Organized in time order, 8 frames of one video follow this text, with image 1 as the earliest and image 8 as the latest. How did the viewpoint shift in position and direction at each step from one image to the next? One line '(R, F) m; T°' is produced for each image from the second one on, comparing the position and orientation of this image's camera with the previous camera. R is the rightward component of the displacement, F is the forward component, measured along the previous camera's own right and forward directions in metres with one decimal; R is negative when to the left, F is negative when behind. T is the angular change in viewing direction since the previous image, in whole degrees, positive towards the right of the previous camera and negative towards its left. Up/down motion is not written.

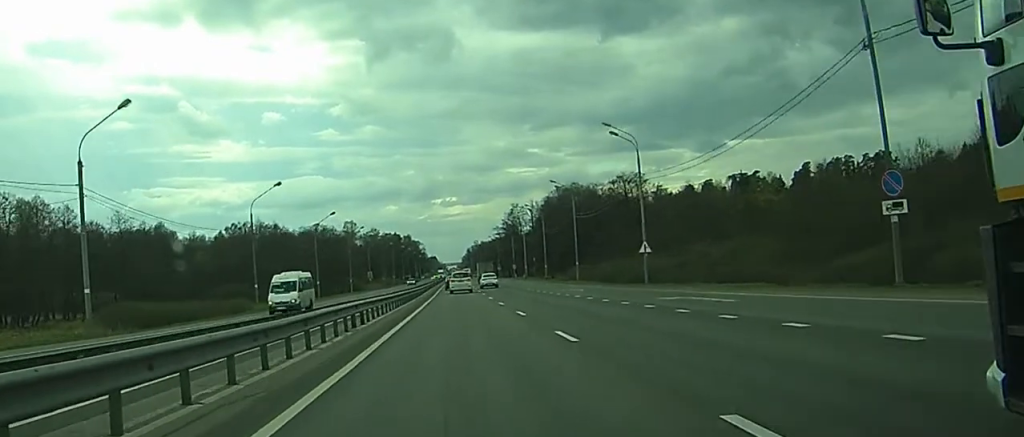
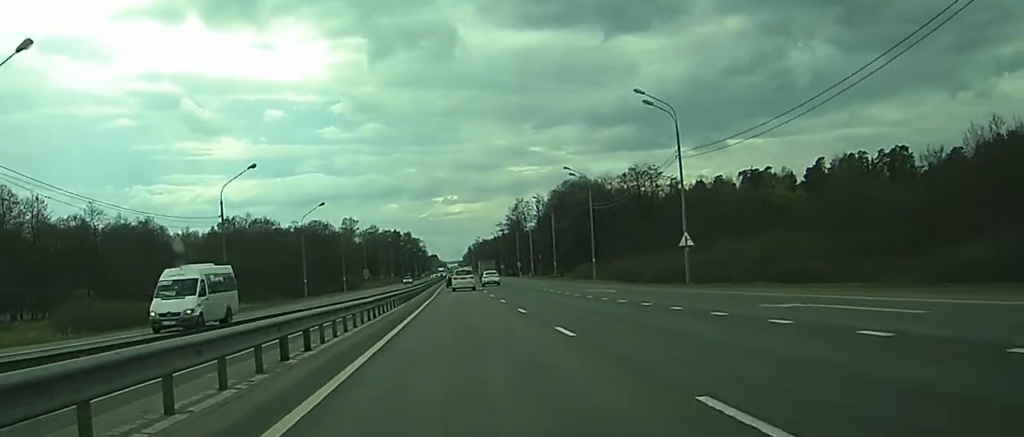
(+0.2, +10.6) m; 0°
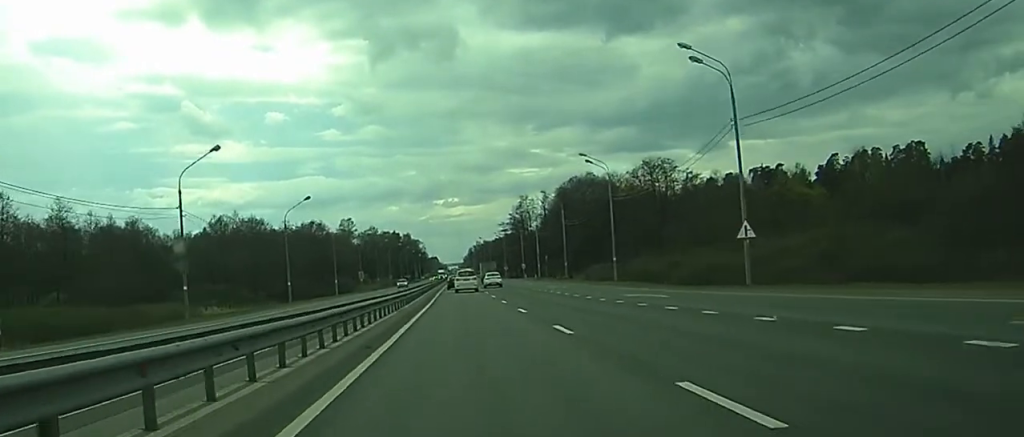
(0.0, +10.6) m; 0°
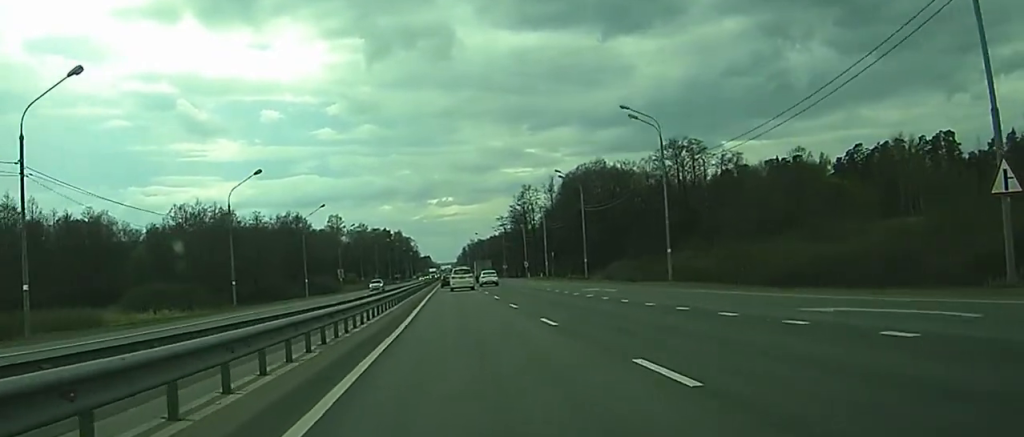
(-0.1, +21.1) m; 0°
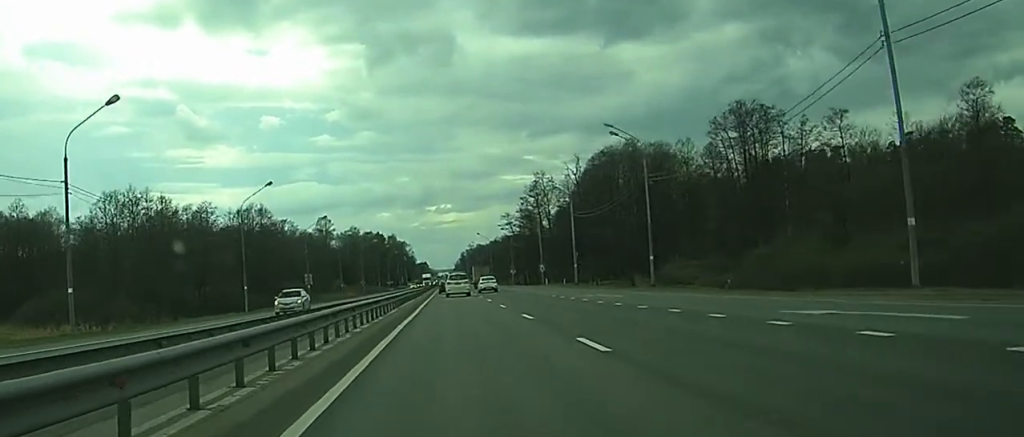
(-0.2, +30.8) m; -1°
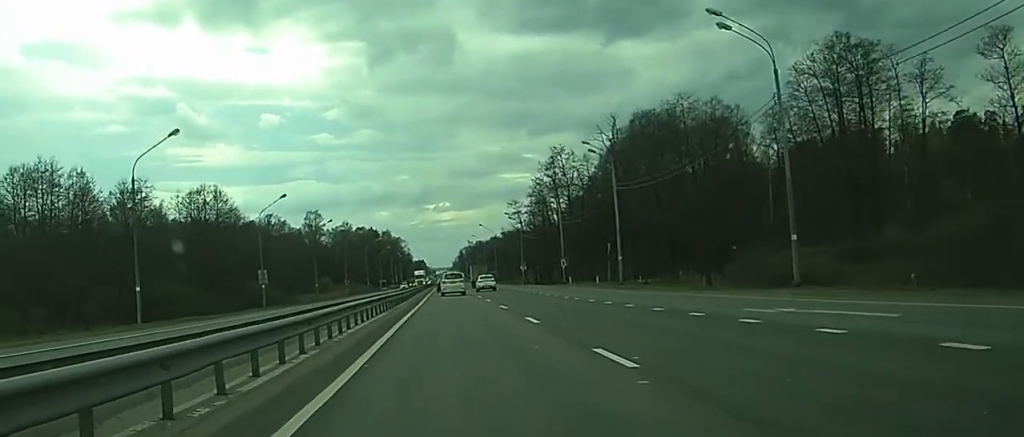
(-0.1, +26.2) m; 0°
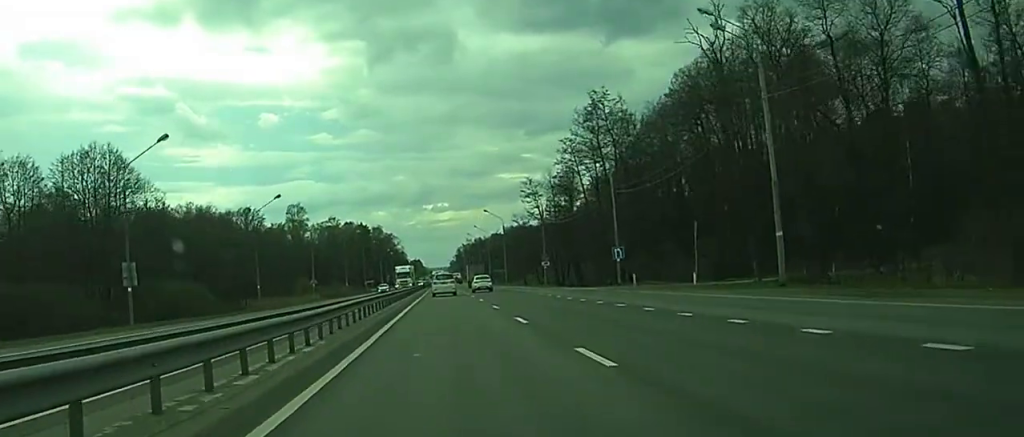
(+0.3, +35.2) m; 0°
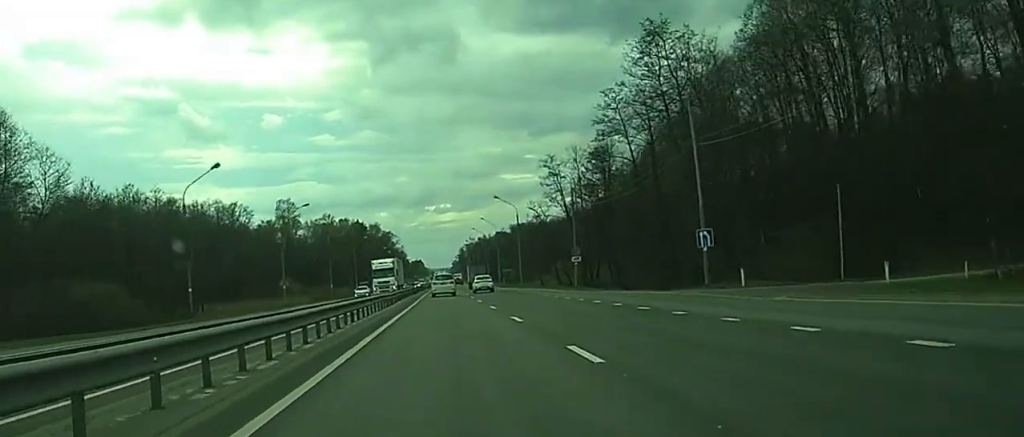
(-0.1, +23.2) m; 0°
